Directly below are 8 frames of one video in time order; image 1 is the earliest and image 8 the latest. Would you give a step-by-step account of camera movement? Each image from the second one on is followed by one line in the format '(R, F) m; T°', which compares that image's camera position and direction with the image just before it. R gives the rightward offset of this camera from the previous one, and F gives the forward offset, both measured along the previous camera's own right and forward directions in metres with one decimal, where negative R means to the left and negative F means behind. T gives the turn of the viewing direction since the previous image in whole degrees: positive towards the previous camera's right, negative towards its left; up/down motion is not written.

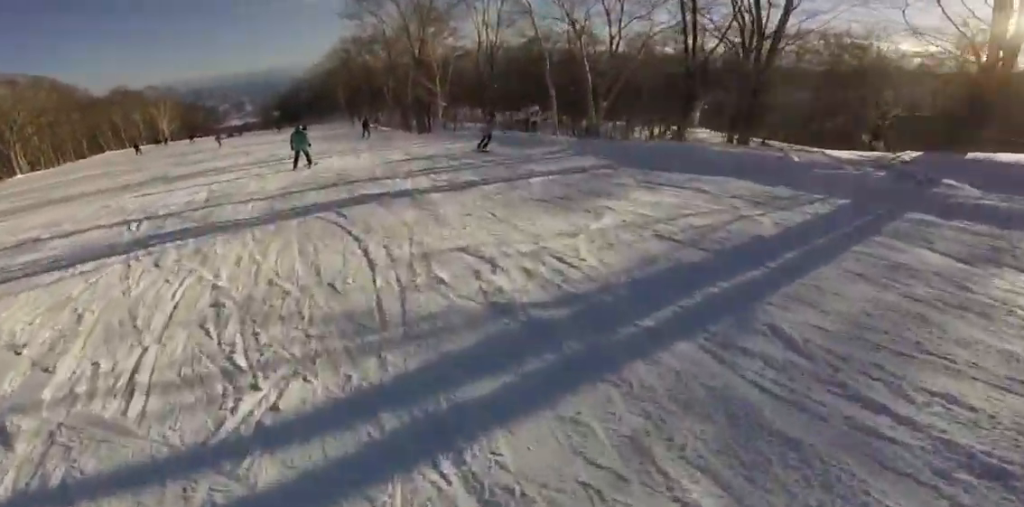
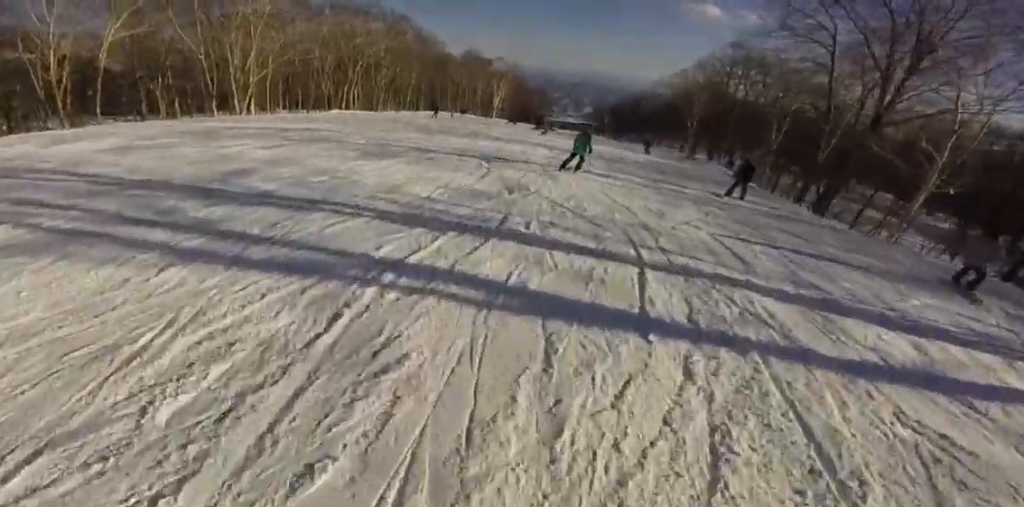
(0.0, +14.4) m; +1°
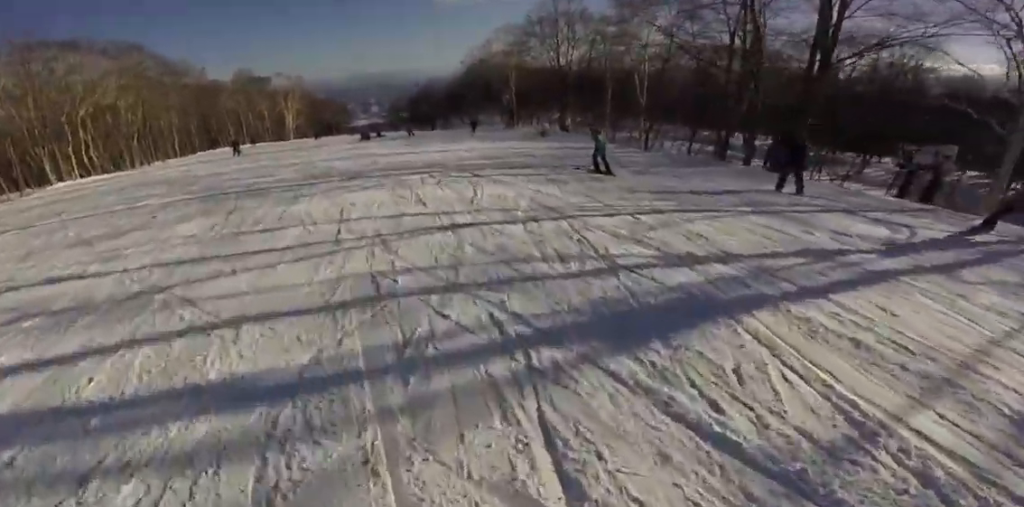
(+1.1, +10.4) m; +13°
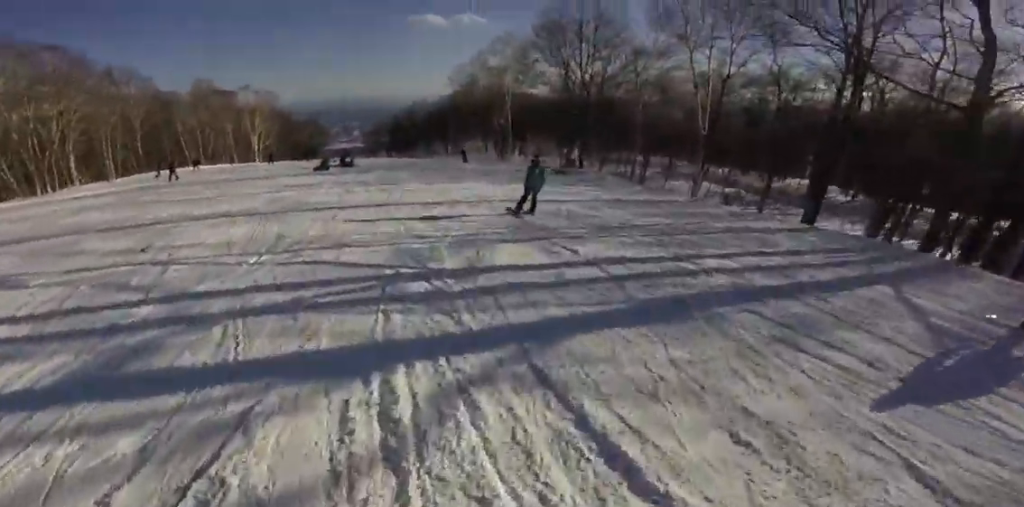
(+0.5, +9.4) m; +3°
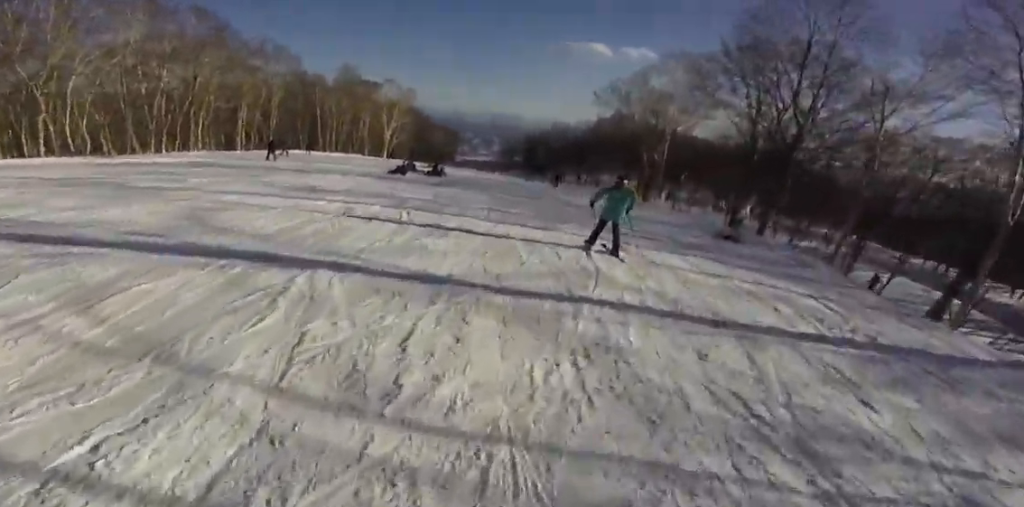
(-0.1, +7.3) m; -5°
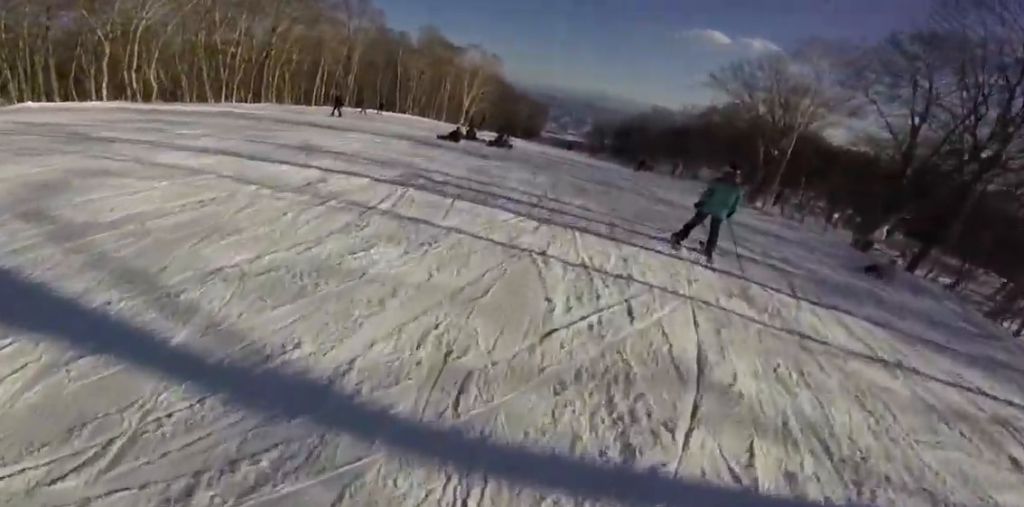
(-0.2, +3.6) m; -2°
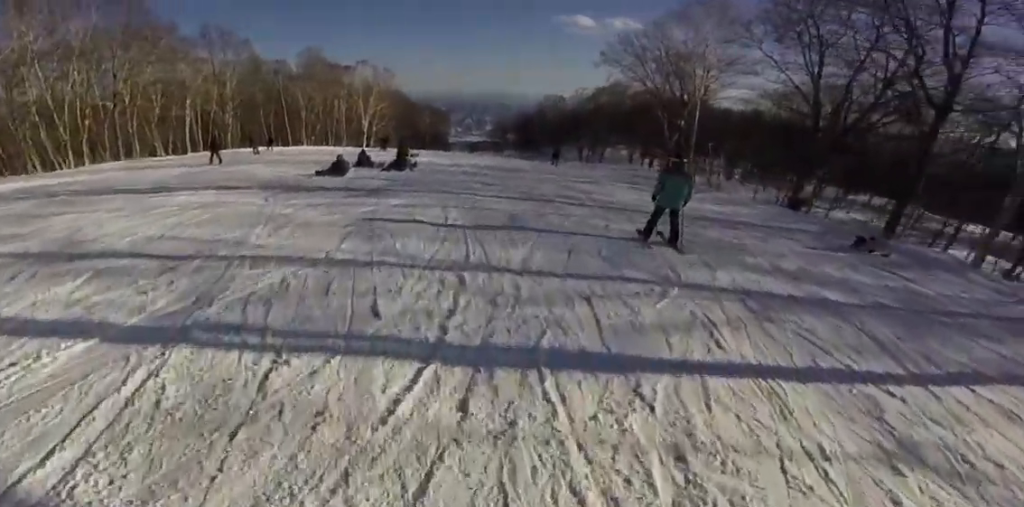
(-0.1, +4.1) m; -1°
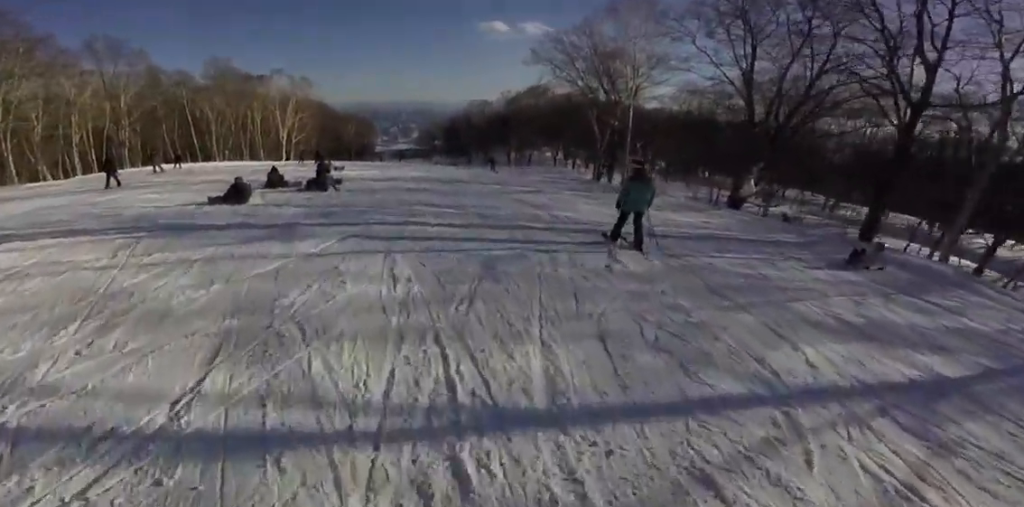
(0.0, +3.0) m; +2°
